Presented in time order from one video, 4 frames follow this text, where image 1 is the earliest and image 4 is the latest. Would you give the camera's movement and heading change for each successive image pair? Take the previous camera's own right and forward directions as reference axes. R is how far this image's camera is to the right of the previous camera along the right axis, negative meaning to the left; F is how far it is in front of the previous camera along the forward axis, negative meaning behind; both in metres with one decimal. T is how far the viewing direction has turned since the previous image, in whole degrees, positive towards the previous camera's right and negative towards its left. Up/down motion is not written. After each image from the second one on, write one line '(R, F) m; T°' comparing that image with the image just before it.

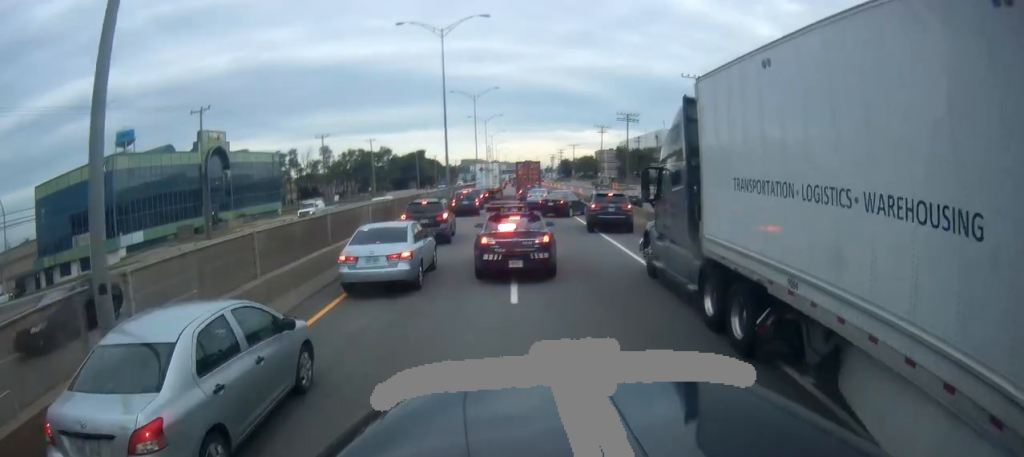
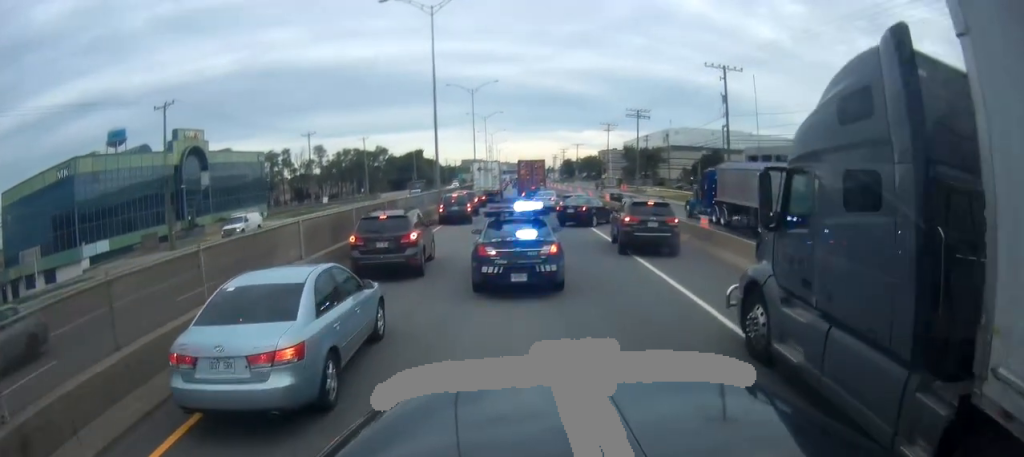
(-0.3, +7.6) m; -1°
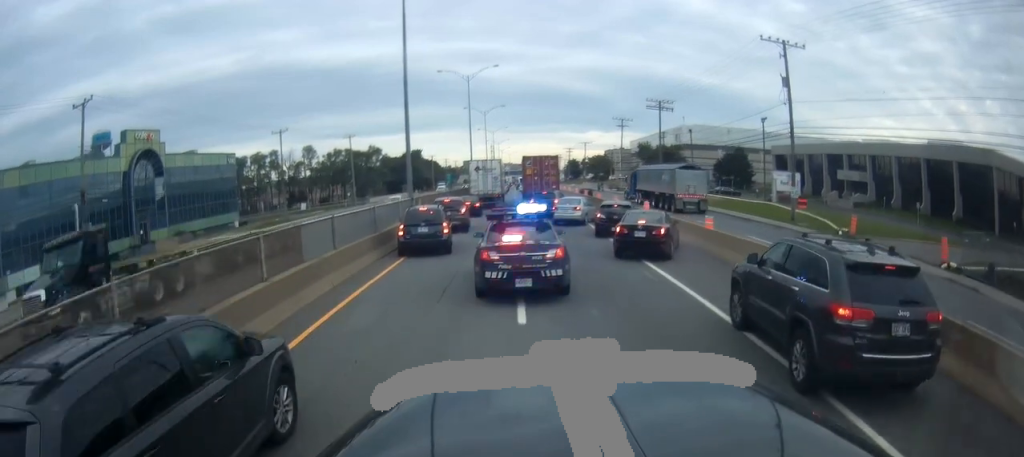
(+0.9, +13.1) m; +2°
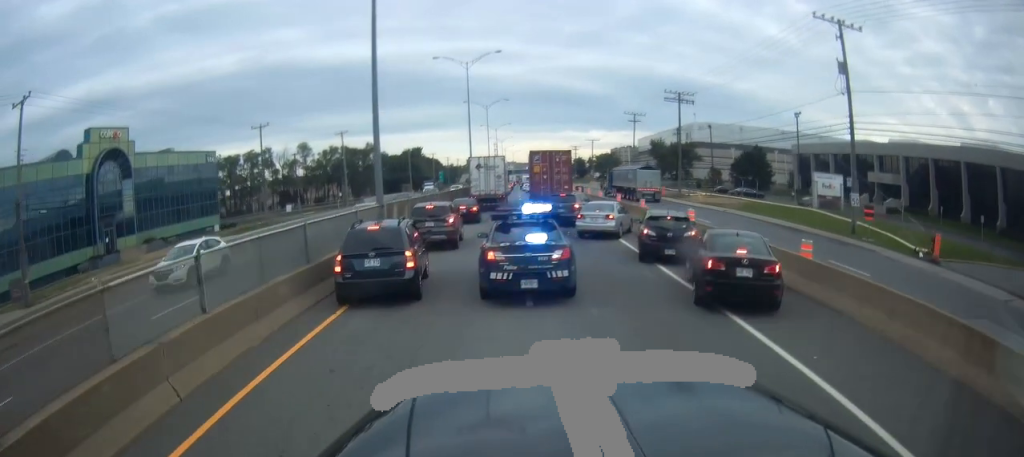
(-0.2, +7.4) m; +4°
